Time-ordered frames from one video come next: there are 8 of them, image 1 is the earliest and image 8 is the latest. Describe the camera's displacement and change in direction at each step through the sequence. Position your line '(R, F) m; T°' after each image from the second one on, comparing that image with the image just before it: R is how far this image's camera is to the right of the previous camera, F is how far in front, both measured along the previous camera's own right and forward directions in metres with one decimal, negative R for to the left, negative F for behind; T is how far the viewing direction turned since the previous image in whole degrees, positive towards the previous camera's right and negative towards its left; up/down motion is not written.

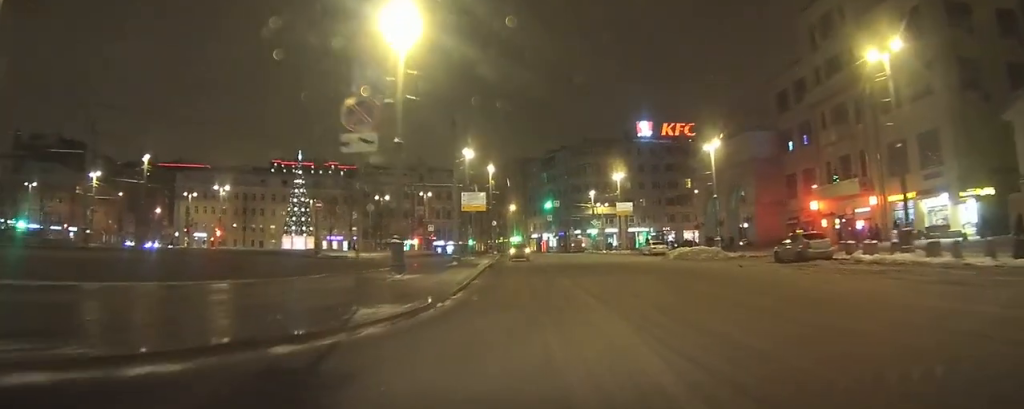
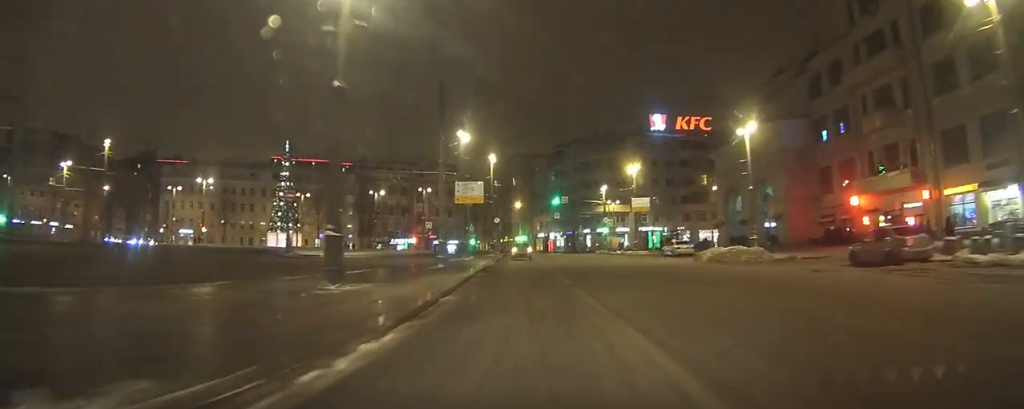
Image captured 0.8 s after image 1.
(-0.1, +7.7) m; -1°
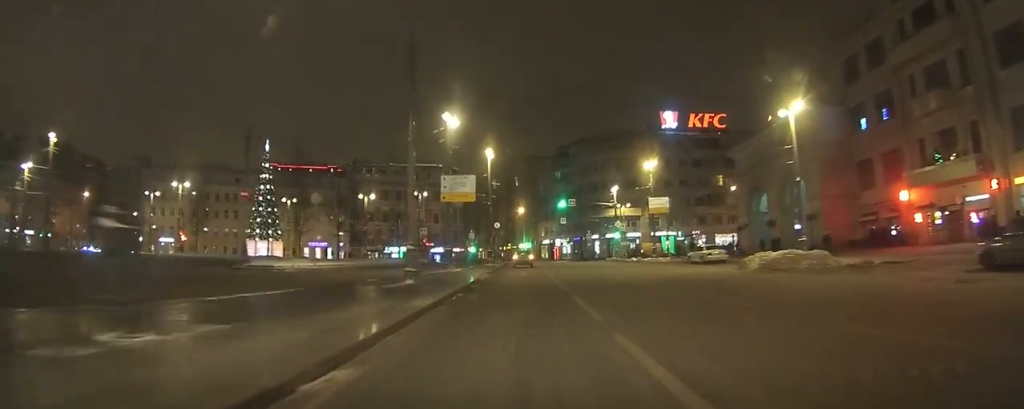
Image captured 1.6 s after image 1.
(-0.1, +8.2) m; -1°
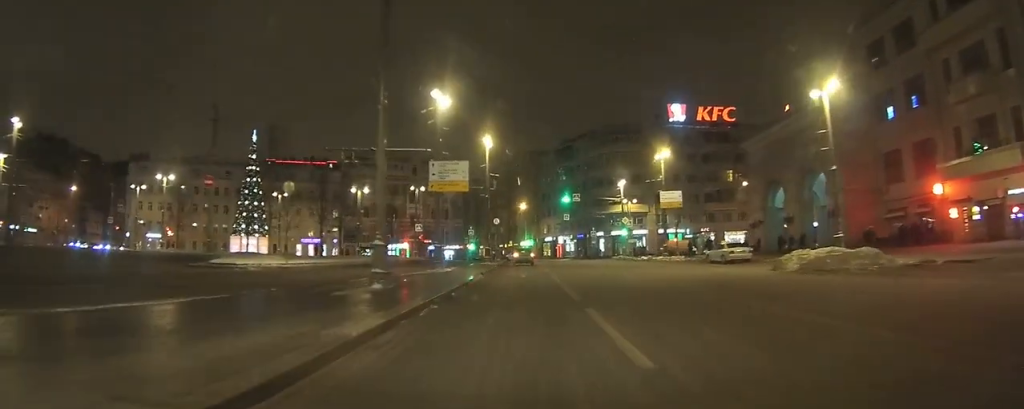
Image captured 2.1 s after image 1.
(0.0, +4.6) m; -1°
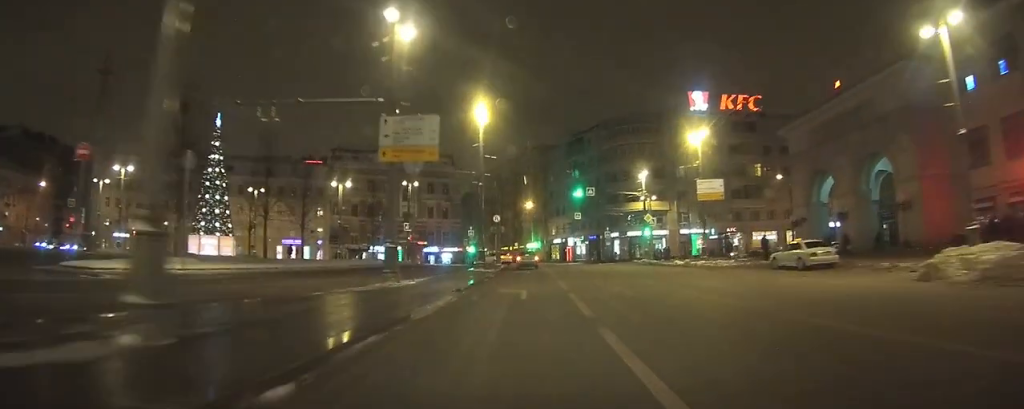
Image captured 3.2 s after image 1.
(-0.2, +11.0) m; -1°
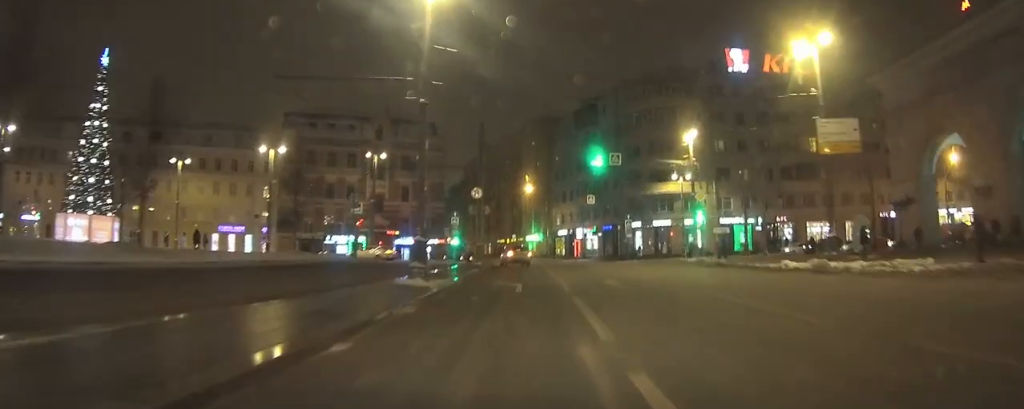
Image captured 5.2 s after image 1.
(+0.1, +20.0) m; +1°
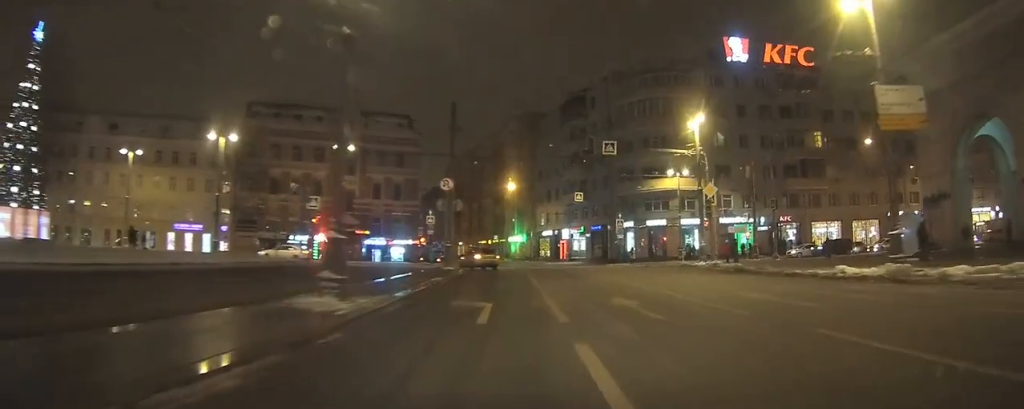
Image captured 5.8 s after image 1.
(+0.1, +6.5) m; +1°
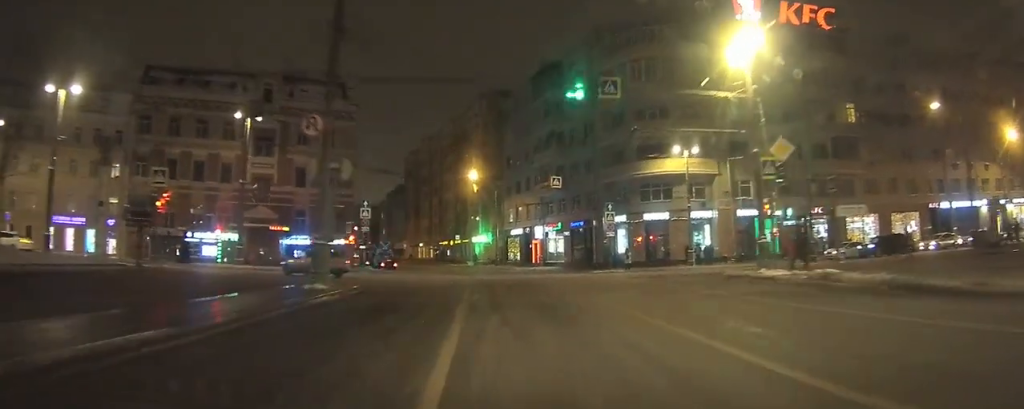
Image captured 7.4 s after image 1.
(+0.3, +16.1) m; +1°
